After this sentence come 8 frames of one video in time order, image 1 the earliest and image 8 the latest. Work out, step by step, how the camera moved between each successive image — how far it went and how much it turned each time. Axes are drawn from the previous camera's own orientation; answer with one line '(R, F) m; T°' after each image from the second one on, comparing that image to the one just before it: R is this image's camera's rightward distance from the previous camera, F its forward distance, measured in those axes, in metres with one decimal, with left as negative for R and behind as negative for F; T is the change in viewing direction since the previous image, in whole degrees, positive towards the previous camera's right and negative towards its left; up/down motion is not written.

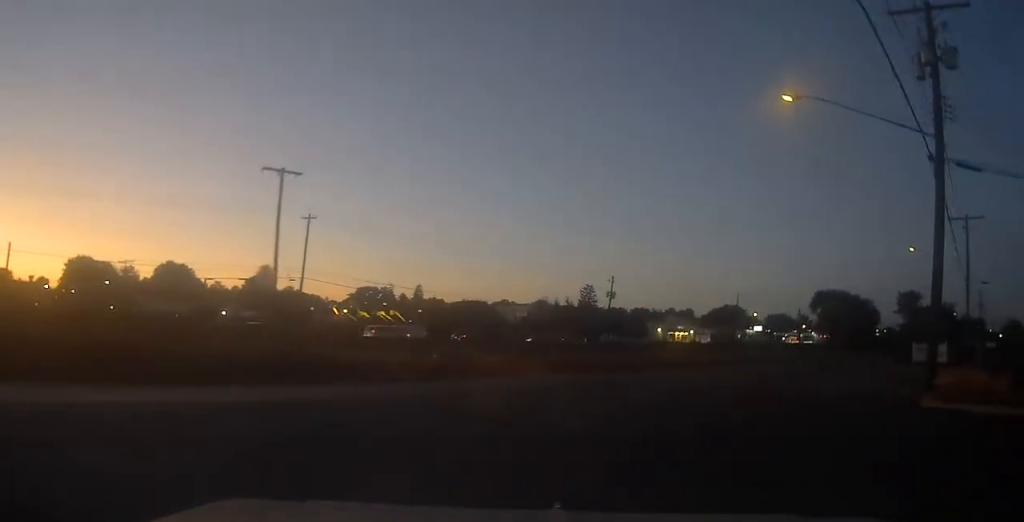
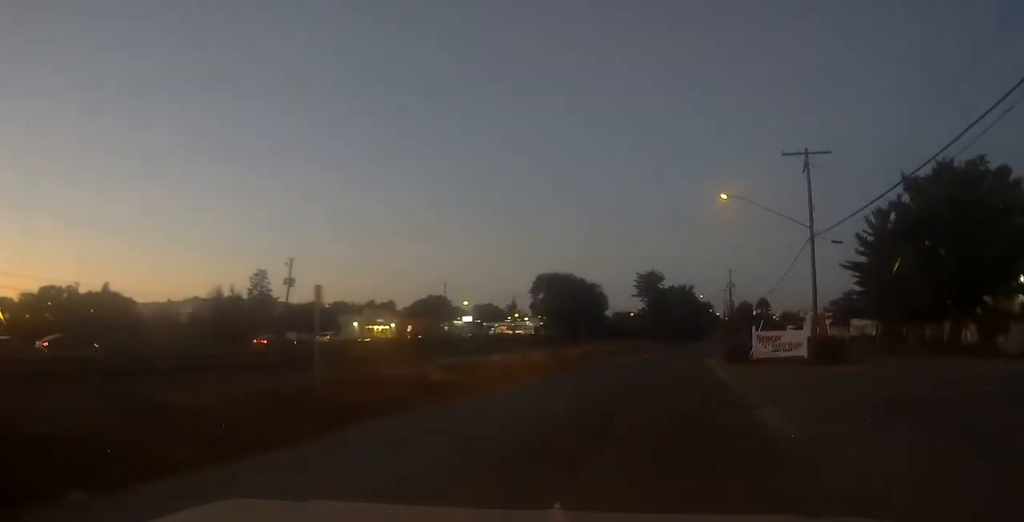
(+5.1, +17.8) m; +30°
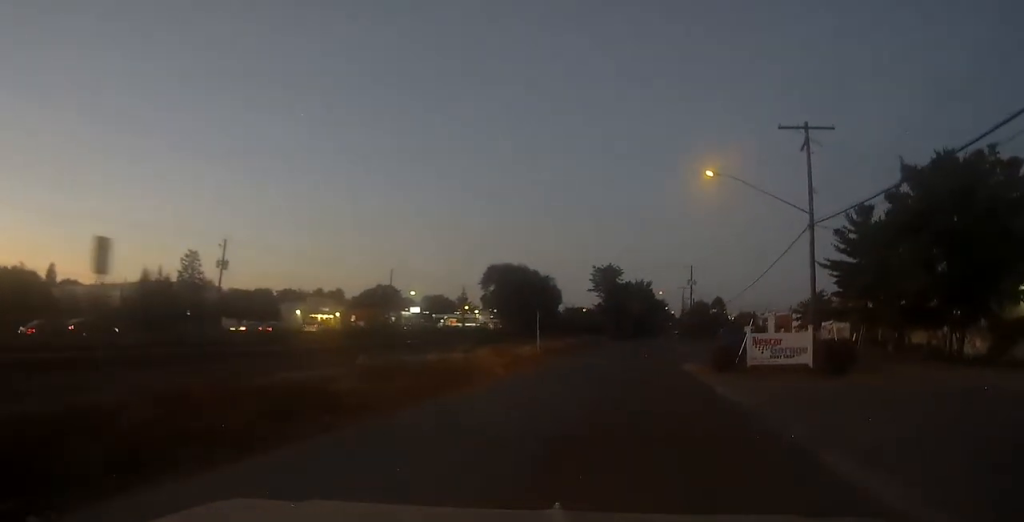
(+0.3, +5.5) m; +2°
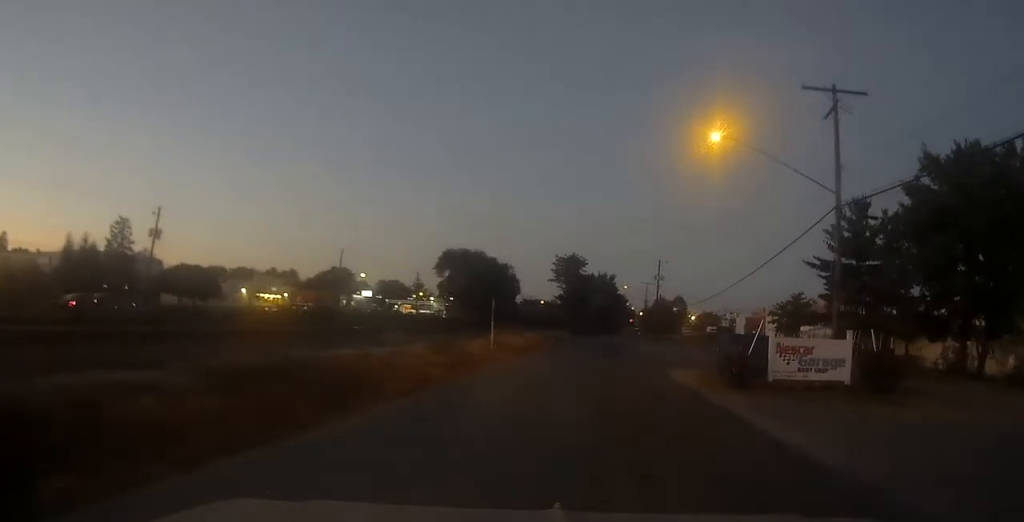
(+0.1, +6.0) m; +3°
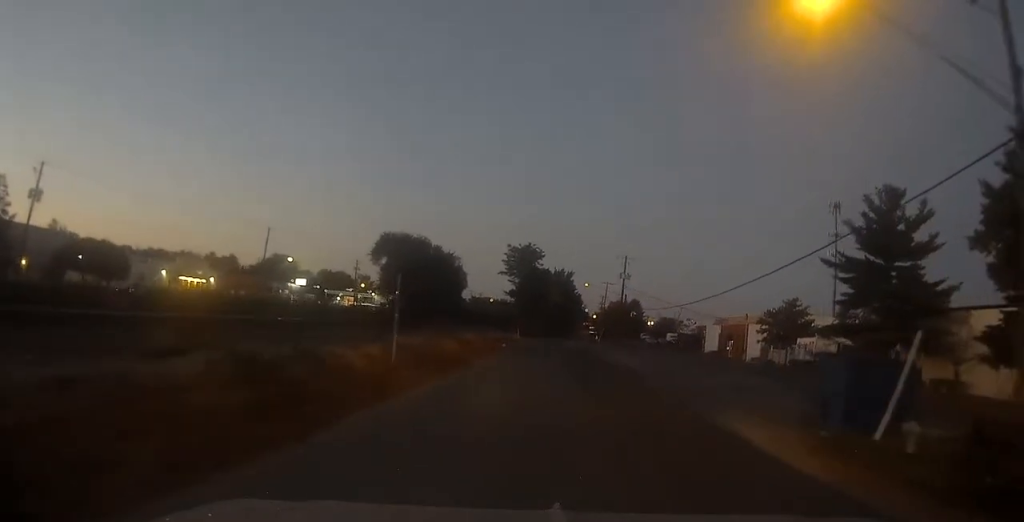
(+0.7, +12.5) m; +6°
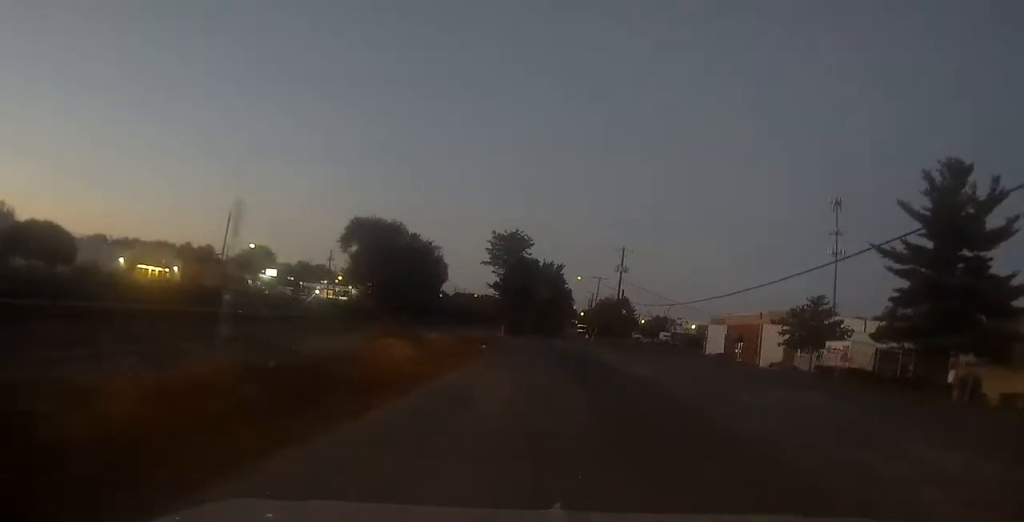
(+0.4, +8.9) m; +3°
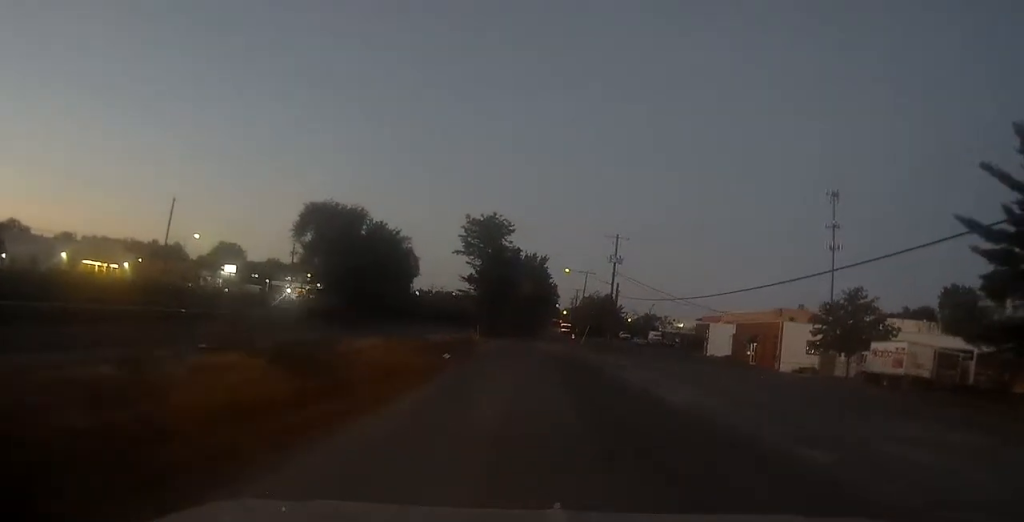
(+0.1, +9.9) m; +1°
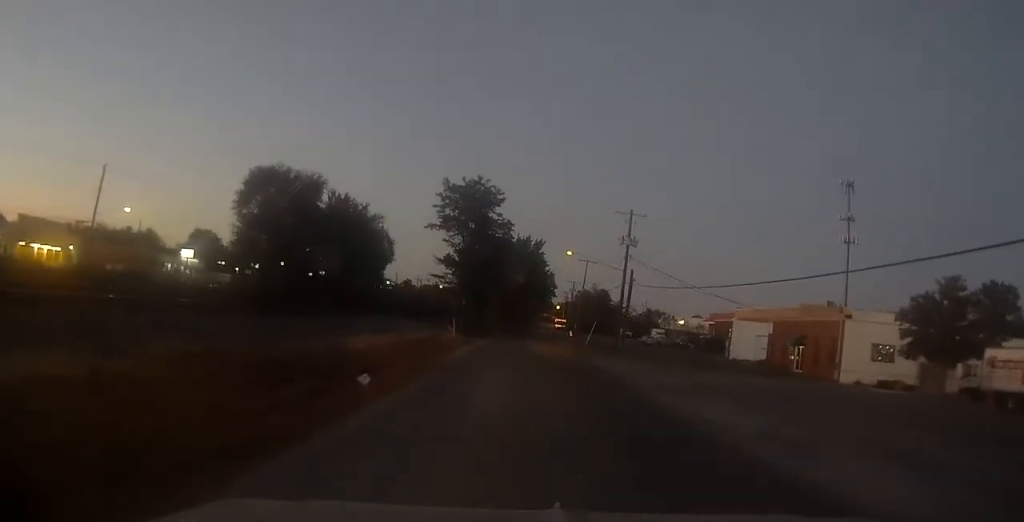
(+0.1, +12.8) m; +2°
